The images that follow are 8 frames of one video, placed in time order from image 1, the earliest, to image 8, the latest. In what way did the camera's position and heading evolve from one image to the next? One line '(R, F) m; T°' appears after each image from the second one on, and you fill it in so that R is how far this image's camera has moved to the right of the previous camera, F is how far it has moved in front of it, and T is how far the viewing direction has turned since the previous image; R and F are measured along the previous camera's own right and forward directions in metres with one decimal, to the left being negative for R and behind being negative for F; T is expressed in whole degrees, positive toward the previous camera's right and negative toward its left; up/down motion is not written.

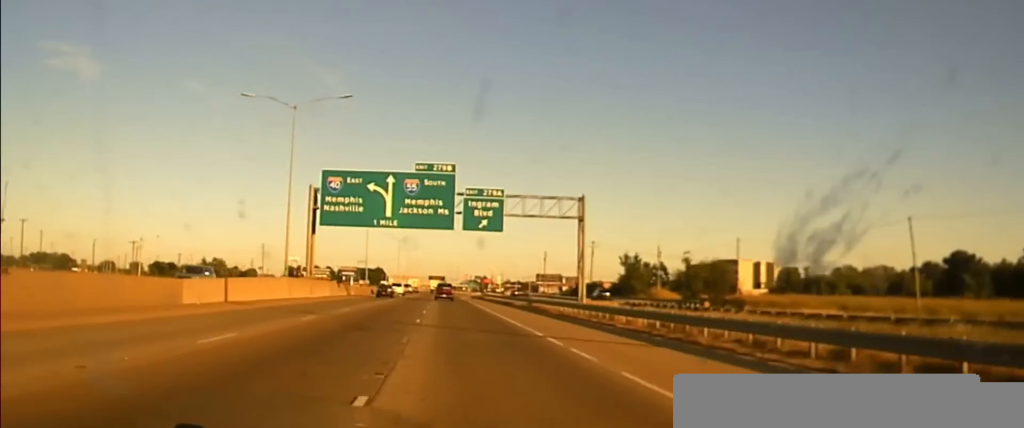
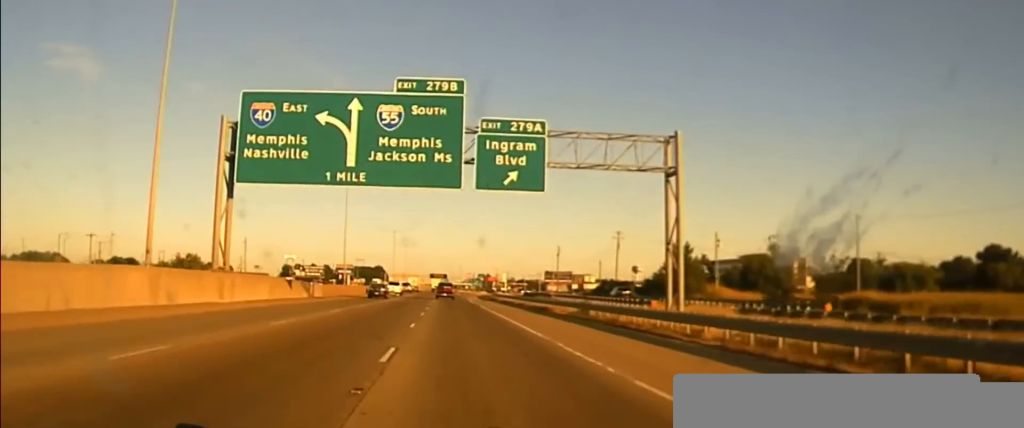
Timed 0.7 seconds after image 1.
(0.0, +27.5) m; 0°
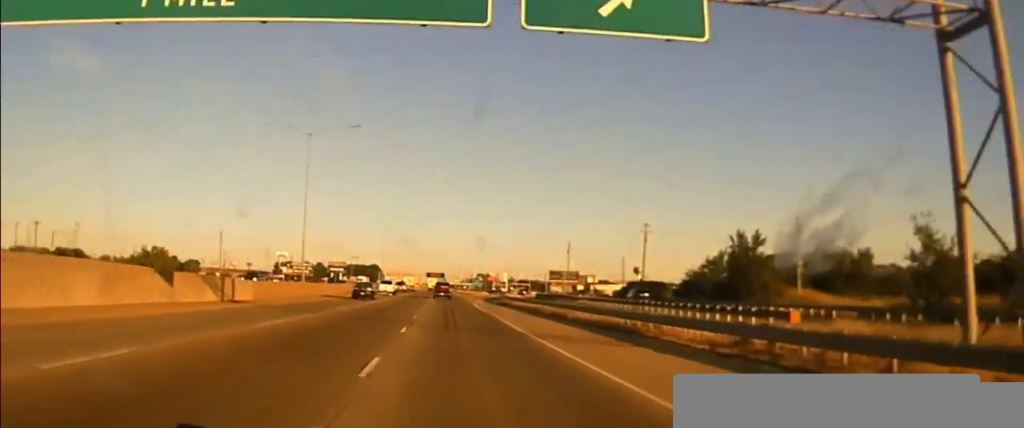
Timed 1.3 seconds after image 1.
(0.0, +29.6) m; 0°
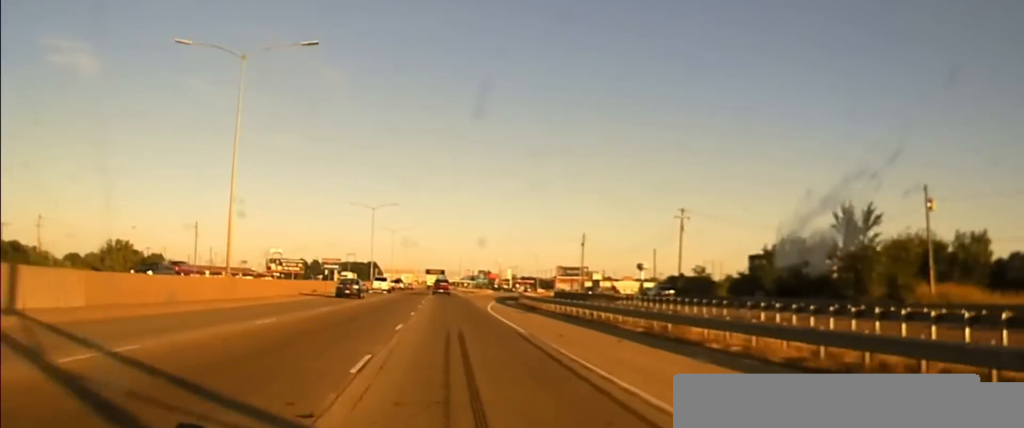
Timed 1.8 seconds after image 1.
(0.0, +26.6) m; 0°
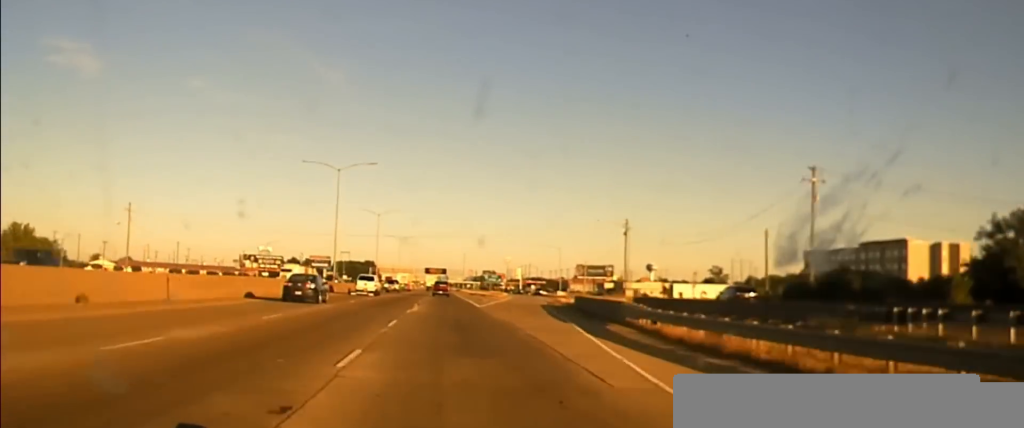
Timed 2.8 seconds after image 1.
(-0.2, +50.4) m; 0°
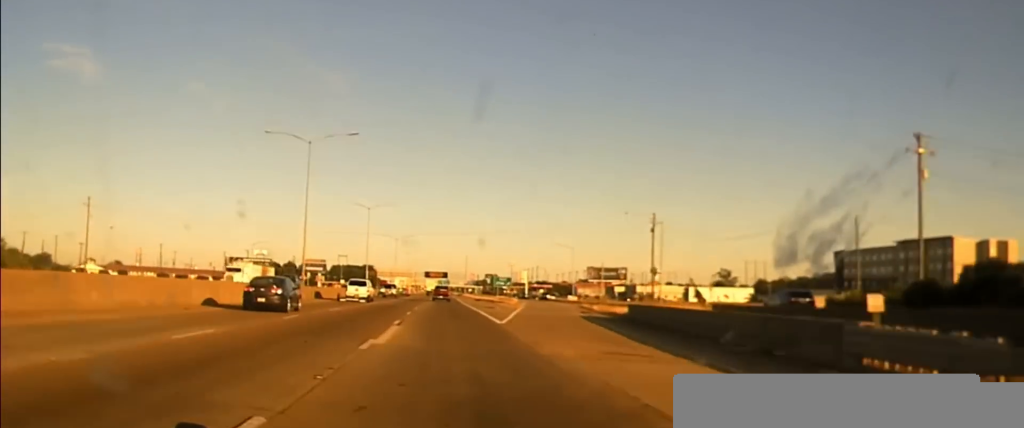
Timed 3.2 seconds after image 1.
(+0.1, +21.4) m; 0°
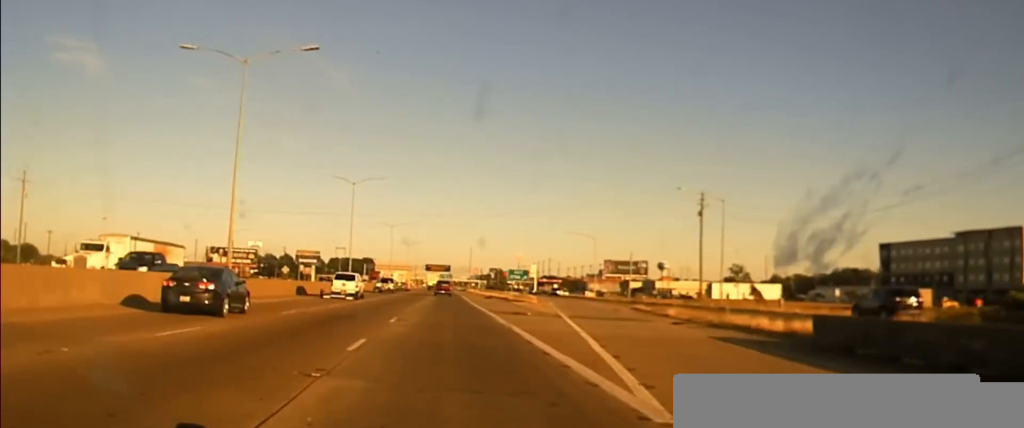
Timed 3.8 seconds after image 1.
(0.0, +27.3) m; 0°
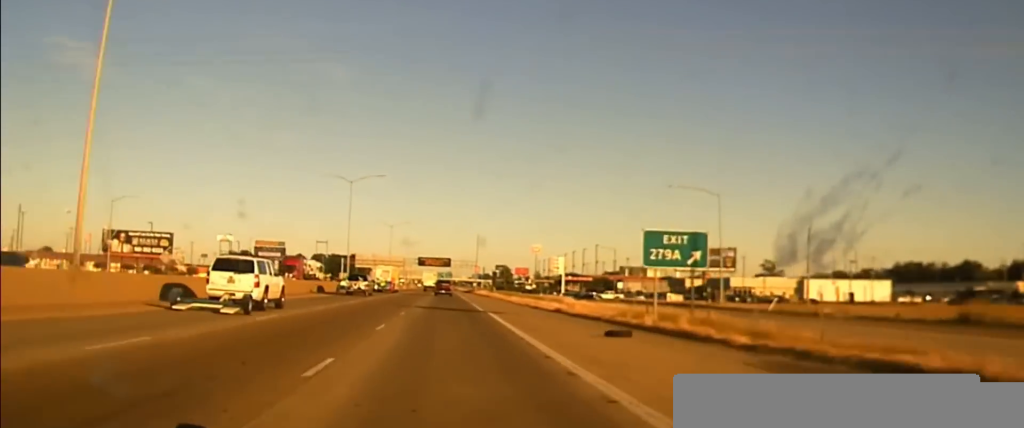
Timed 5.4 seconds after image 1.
(+0.6, +71.5) m; +1°
